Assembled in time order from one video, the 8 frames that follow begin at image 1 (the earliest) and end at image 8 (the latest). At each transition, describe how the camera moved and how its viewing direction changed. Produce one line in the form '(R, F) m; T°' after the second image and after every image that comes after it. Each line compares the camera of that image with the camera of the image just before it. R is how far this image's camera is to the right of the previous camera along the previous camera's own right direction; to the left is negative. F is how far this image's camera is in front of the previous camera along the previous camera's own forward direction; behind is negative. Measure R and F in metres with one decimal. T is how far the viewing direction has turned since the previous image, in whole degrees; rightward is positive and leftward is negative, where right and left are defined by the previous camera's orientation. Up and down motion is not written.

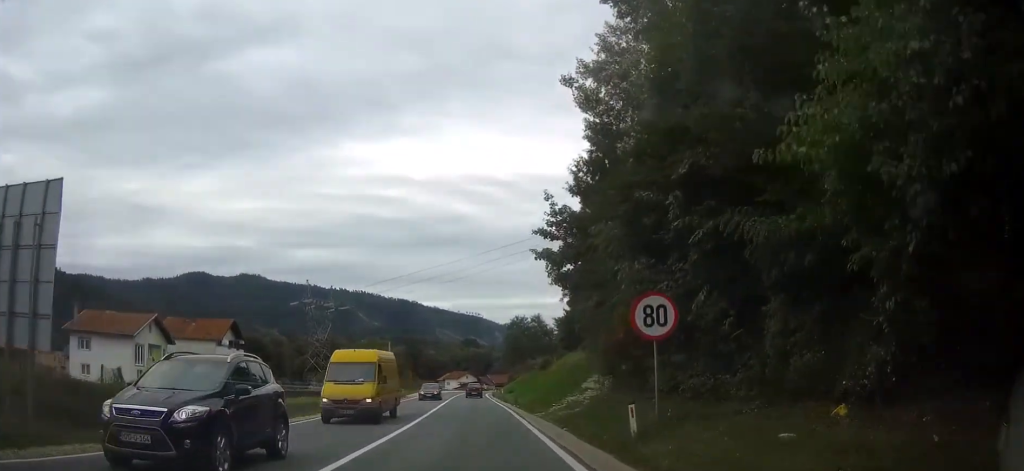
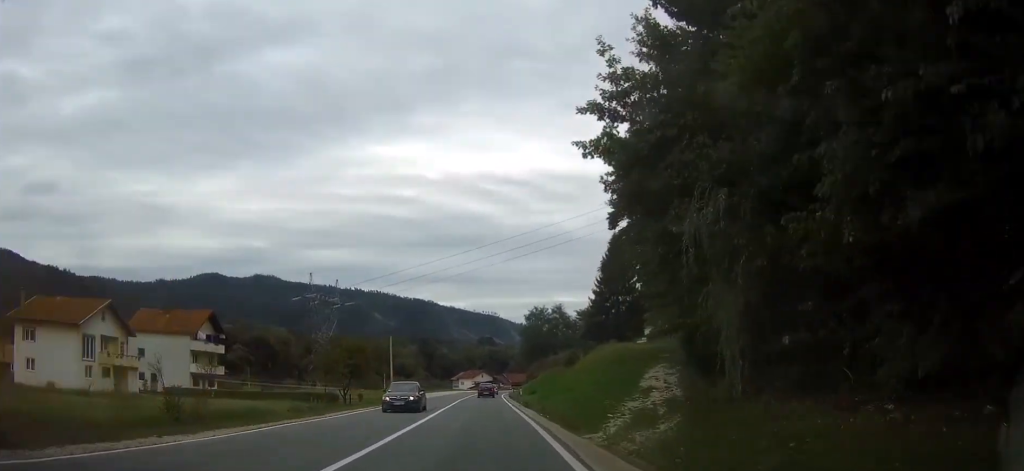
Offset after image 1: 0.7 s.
(-0.2, +13.0) m; -1°
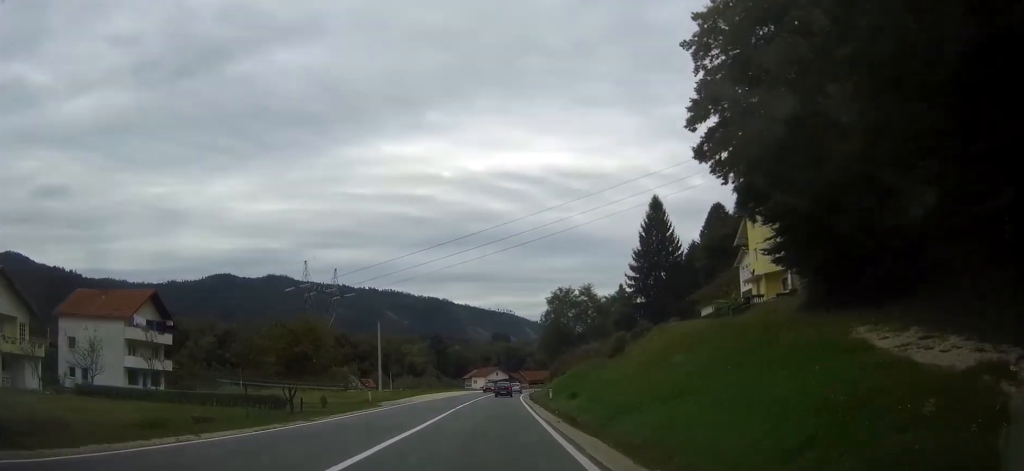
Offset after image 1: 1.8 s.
(-0.2, +19.7) m; -1°
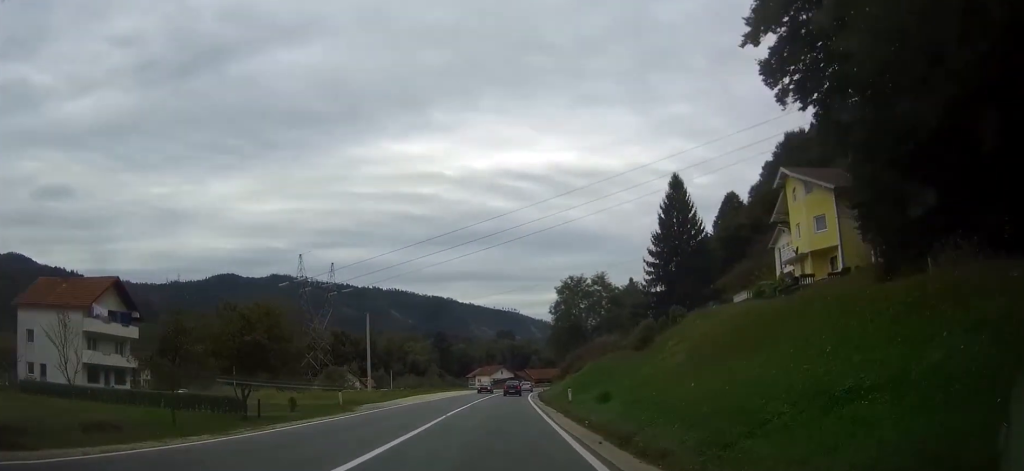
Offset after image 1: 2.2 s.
(-0.1, +8.6) m; 0°
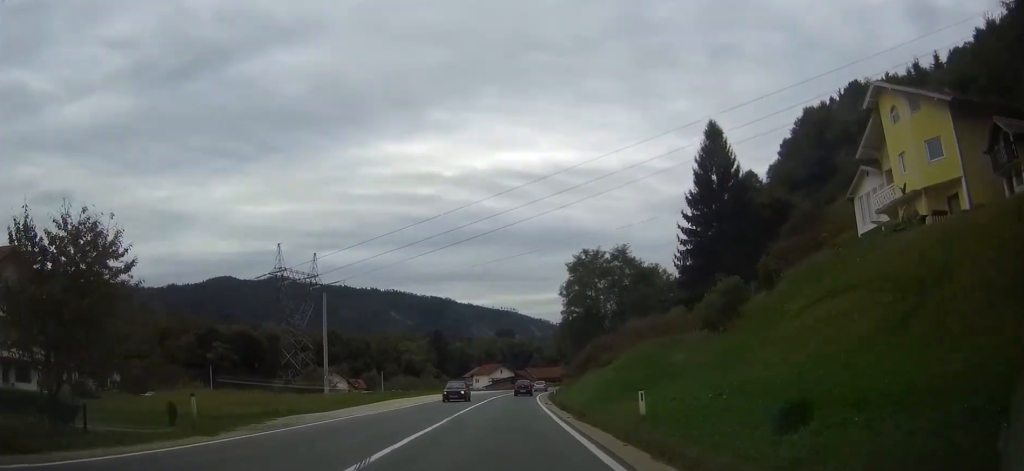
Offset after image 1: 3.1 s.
(-0.1, +15.9) m; 0°
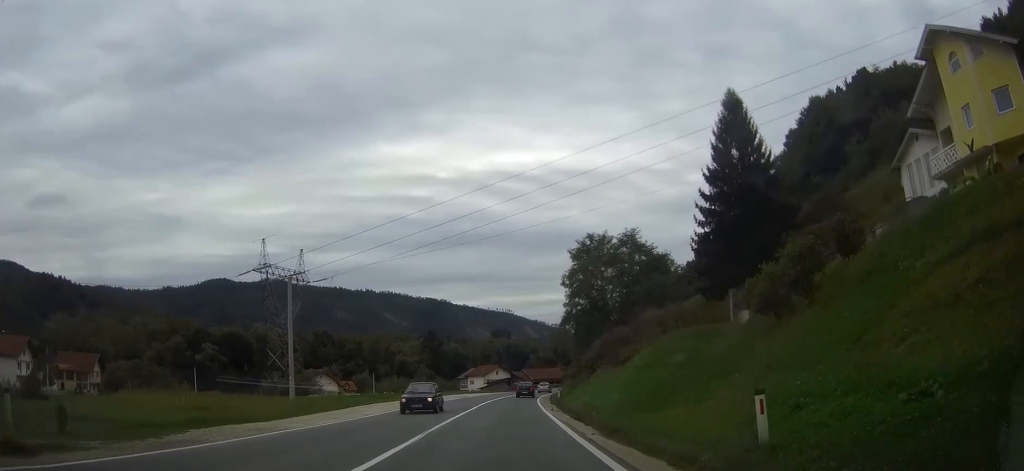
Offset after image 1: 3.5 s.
(0.0, +7.3) m; 0°
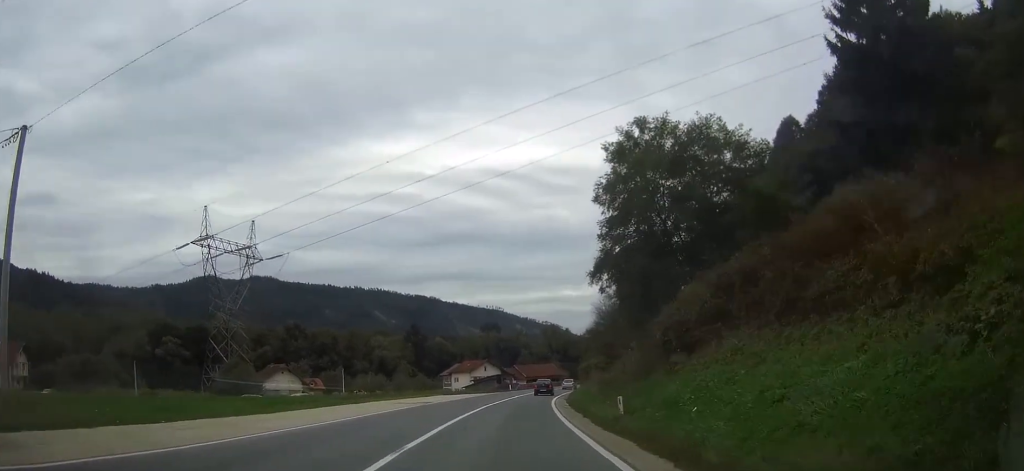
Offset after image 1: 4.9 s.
(+0.2, +26.3) m; +1°
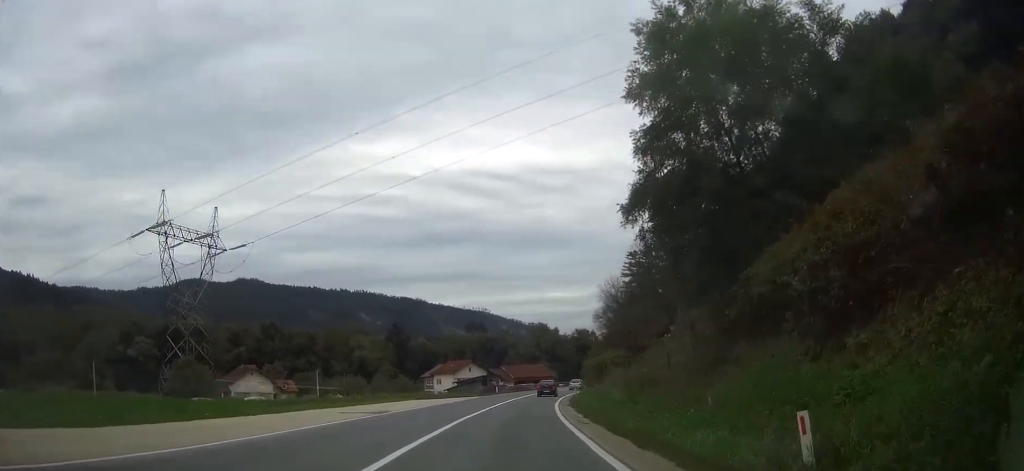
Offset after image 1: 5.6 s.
(0.0, +12.3) m; +1°
